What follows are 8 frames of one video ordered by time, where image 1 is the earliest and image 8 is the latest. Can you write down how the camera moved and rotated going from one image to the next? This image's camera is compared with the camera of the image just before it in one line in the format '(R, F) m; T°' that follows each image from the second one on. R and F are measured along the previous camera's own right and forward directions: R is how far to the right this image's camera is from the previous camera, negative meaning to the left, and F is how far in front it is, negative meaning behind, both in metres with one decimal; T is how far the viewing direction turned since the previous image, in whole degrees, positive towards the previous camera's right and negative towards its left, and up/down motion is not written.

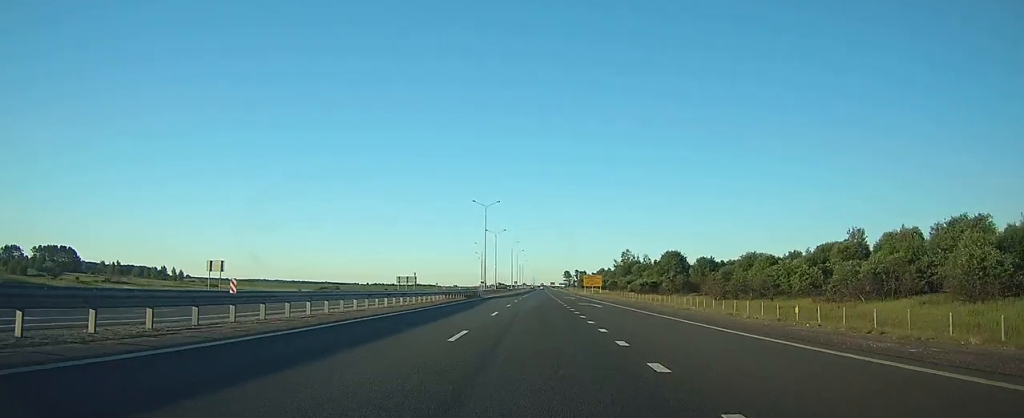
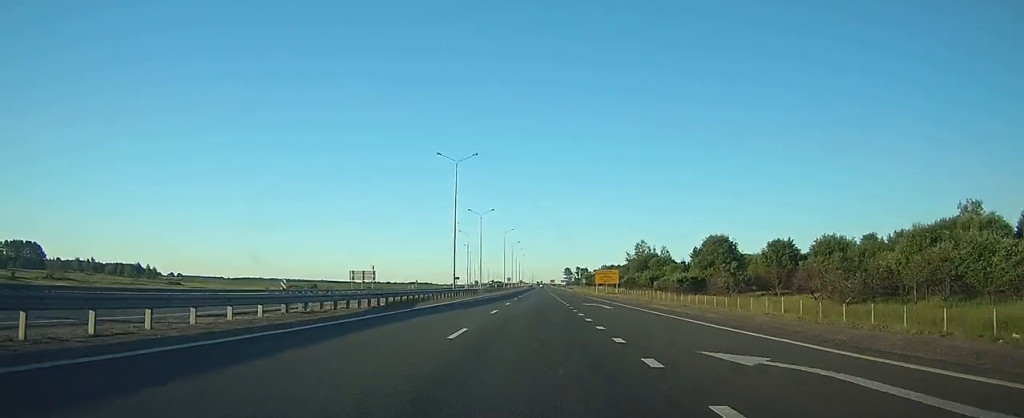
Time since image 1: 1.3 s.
(0.0, +35.6) m; 0°
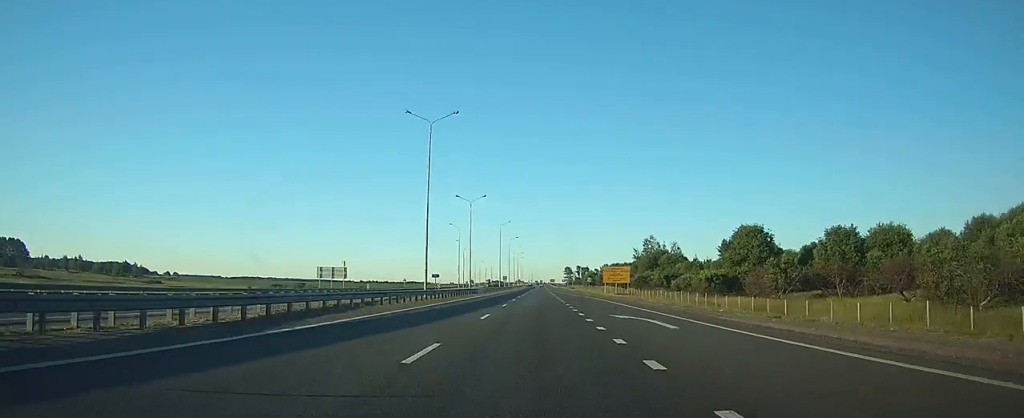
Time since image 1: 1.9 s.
(0.0, +16.3) m; 0°
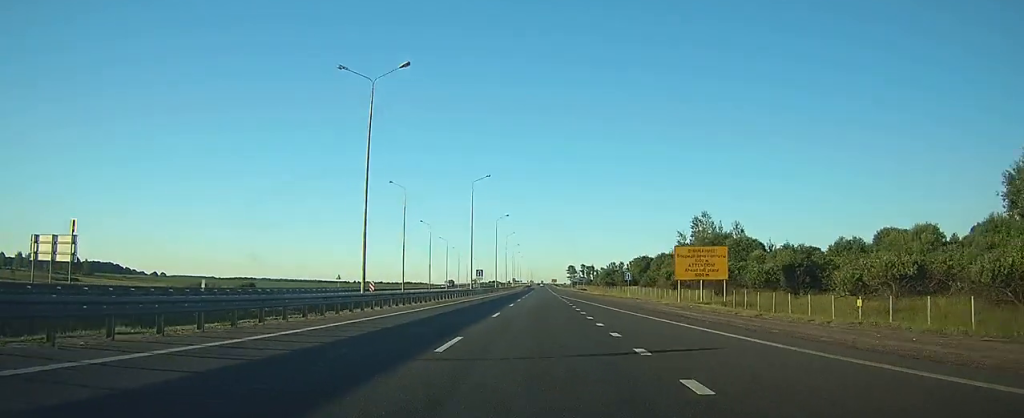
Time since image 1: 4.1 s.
(-0.1, +58.8) m; 0°
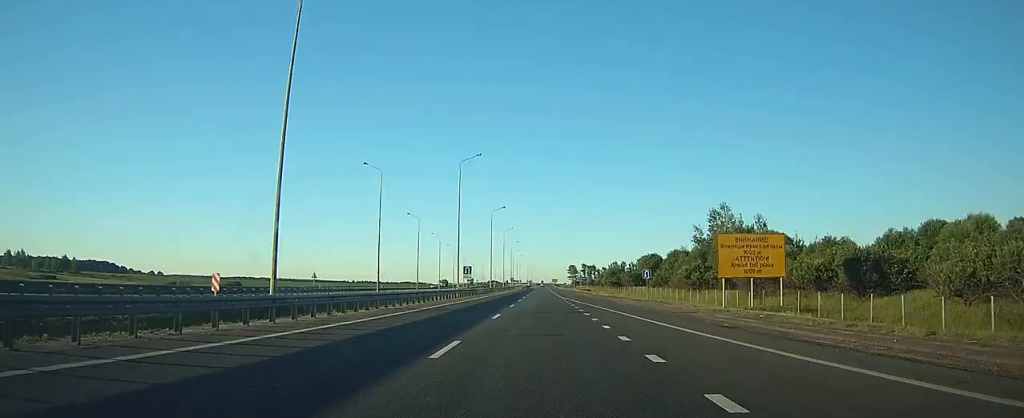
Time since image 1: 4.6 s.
(-0.1, +13.1) m; 0°
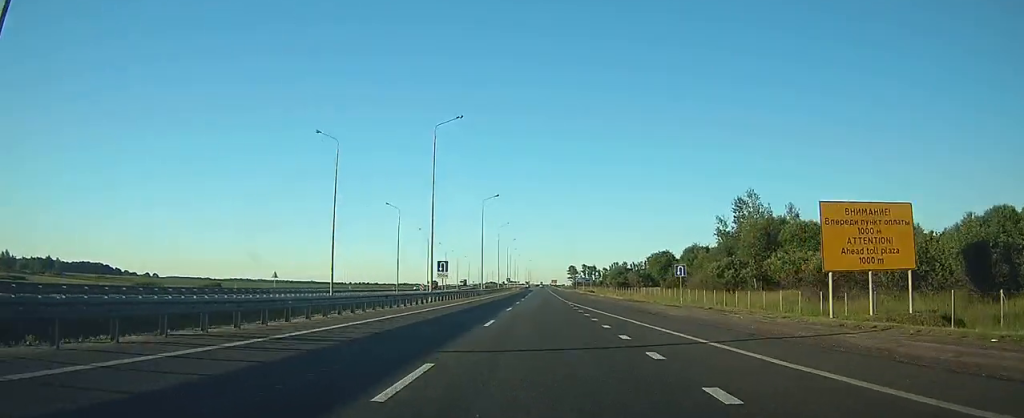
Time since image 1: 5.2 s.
(-0.1, +15.8) m; 0°
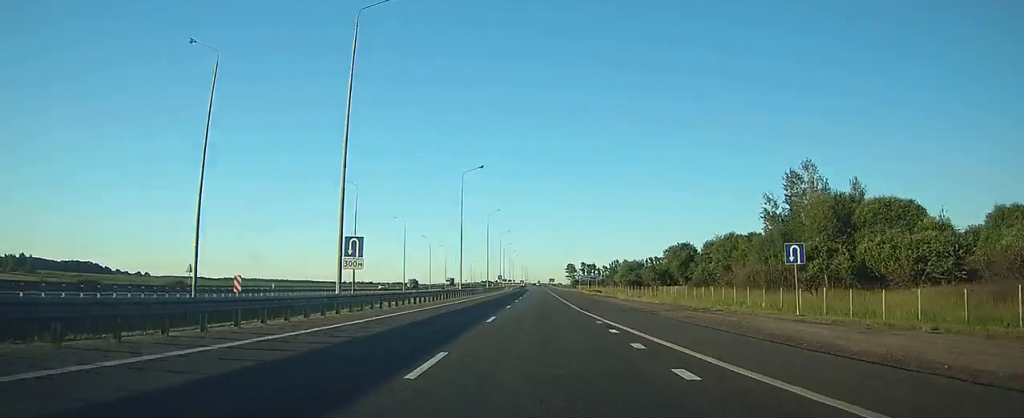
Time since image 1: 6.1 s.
(+0.1, +22.6) m; 0°
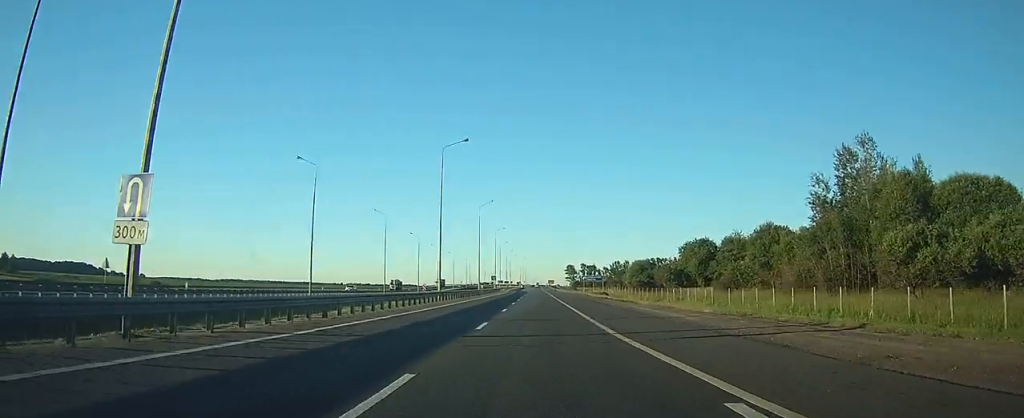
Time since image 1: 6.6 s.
(0.0, +14.8) m; 0°
